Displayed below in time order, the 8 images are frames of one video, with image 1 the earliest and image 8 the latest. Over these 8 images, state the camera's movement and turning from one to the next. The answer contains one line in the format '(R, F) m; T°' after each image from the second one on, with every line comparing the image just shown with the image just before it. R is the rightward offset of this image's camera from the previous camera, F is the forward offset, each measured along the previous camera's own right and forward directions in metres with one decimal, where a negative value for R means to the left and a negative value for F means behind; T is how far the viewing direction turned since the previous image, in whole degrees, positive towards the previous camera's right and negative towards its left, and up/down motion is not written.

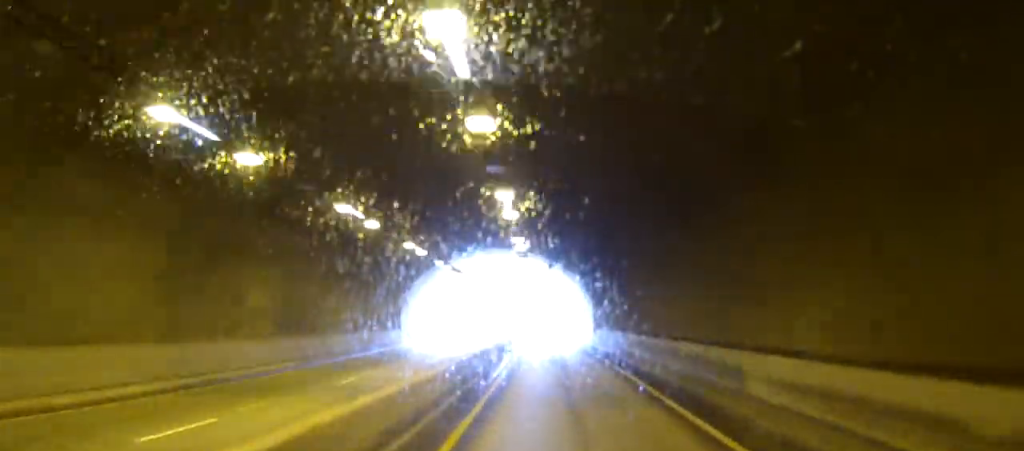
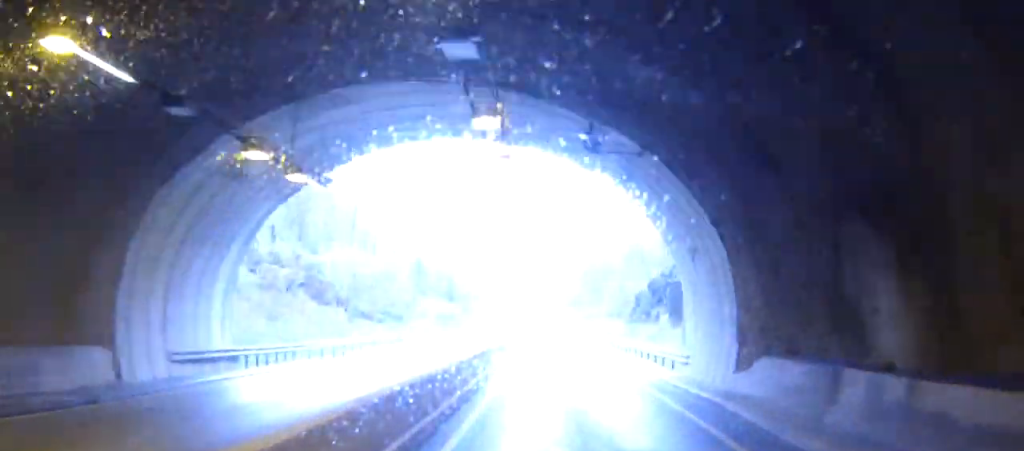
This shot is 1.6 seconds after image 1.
(0.0, +42.9) m; 0°
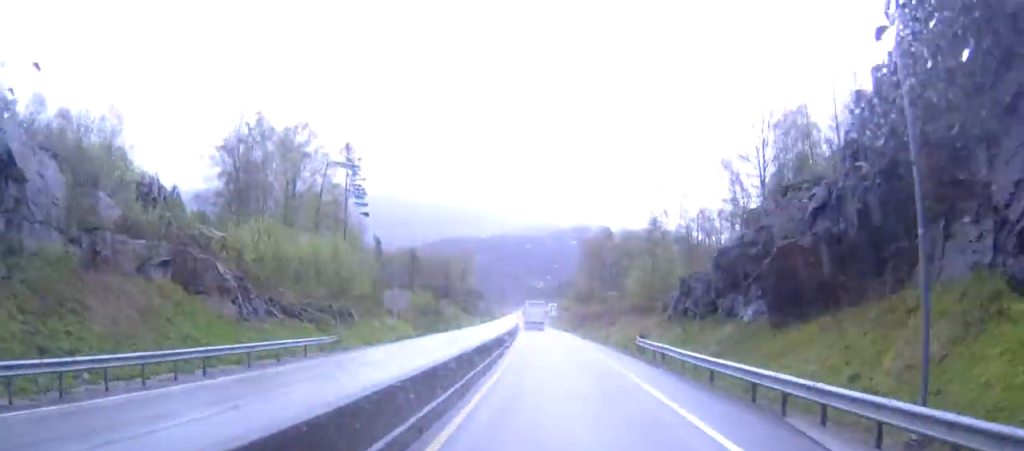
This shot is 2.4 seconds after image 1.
(0.0, +21.4) m; 0°
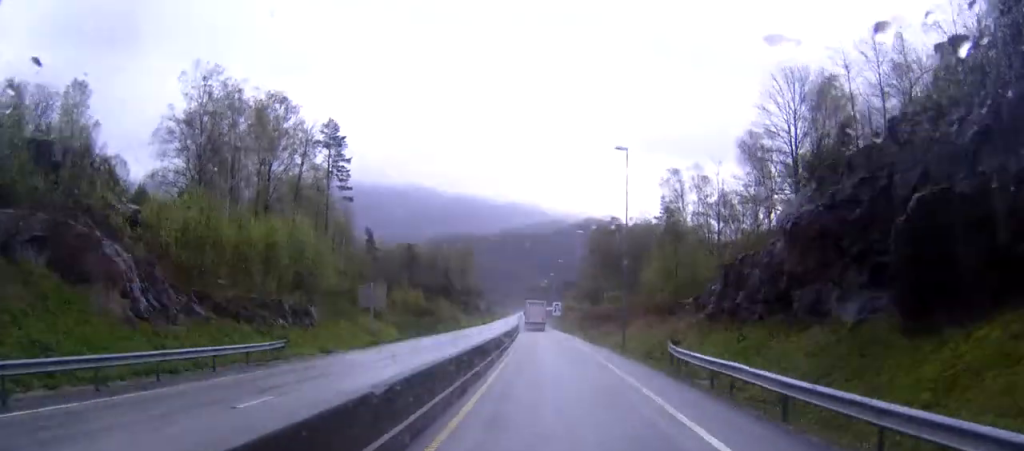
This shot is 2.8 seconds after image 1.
(0.0, +10.8) m; 0°
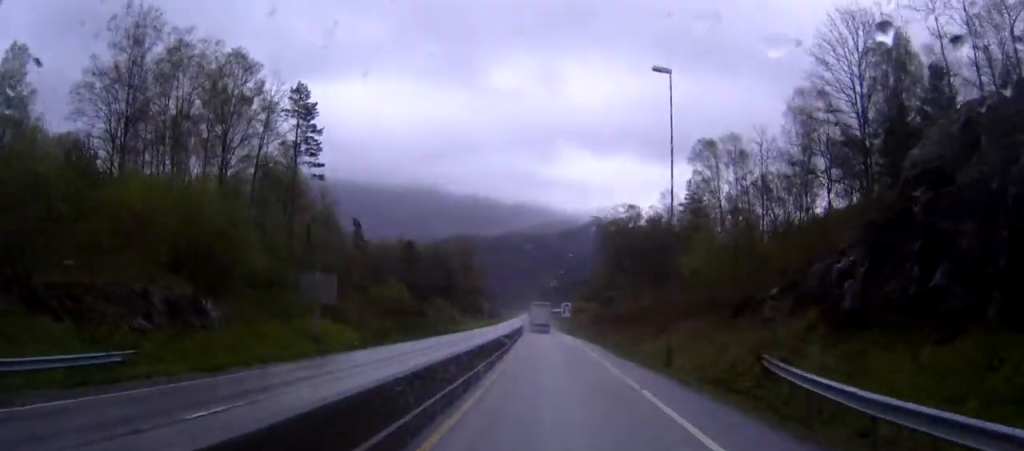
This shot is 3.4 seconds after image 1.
(0.0, +16.3) m; 0°
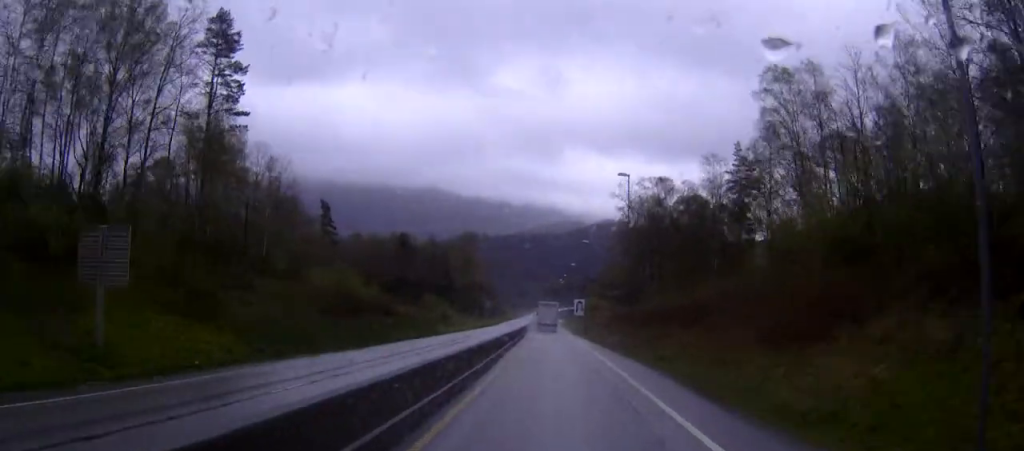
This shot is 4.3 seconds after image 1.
(0.0, +24.5) m; 0°
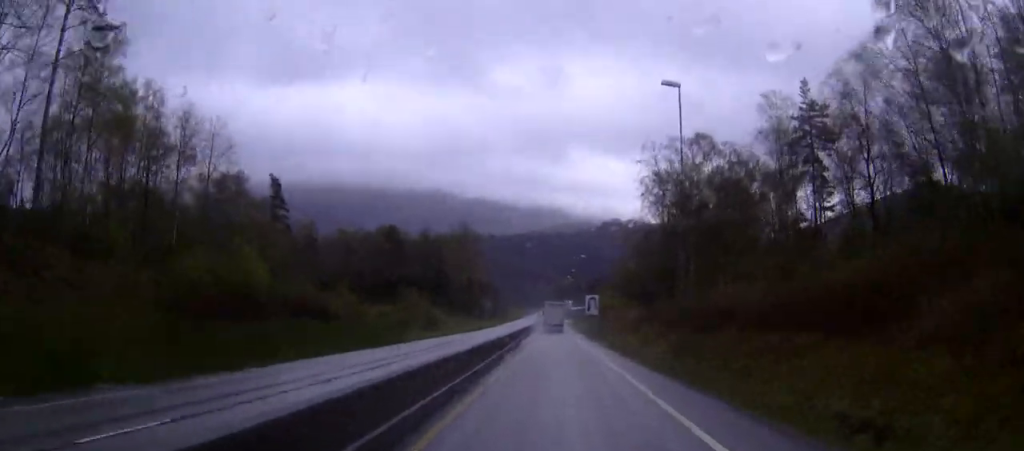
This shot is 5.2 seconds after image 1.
(0.0, +22.8) m; 0°
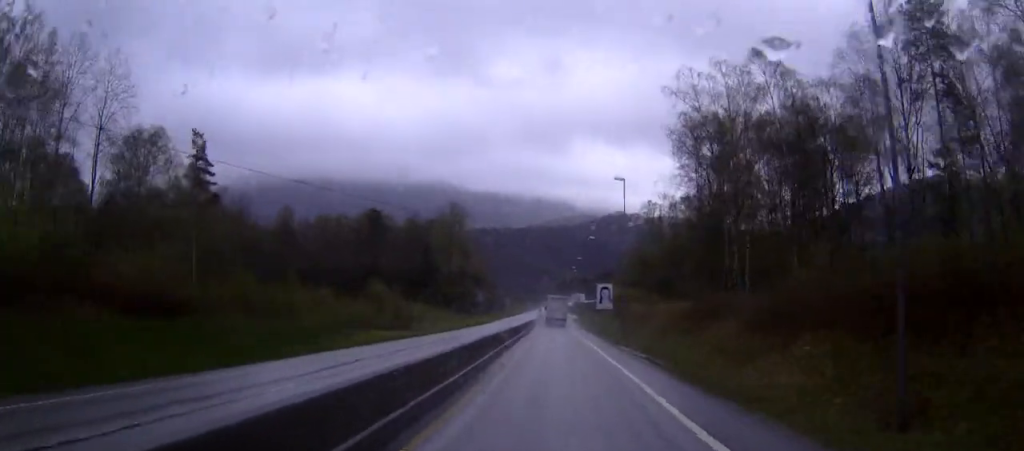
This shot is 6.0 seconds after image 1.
(+0.1, +22.0) m; -3°
